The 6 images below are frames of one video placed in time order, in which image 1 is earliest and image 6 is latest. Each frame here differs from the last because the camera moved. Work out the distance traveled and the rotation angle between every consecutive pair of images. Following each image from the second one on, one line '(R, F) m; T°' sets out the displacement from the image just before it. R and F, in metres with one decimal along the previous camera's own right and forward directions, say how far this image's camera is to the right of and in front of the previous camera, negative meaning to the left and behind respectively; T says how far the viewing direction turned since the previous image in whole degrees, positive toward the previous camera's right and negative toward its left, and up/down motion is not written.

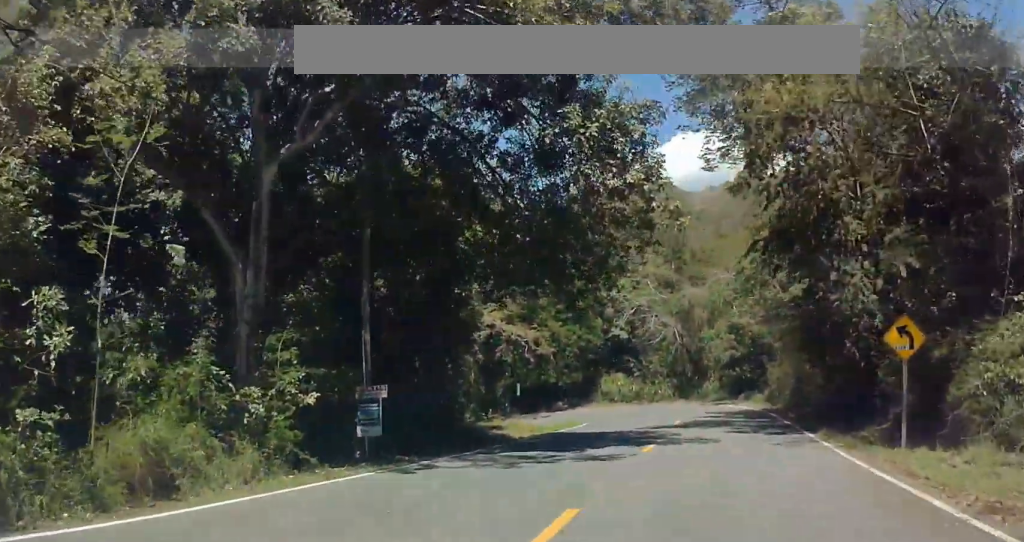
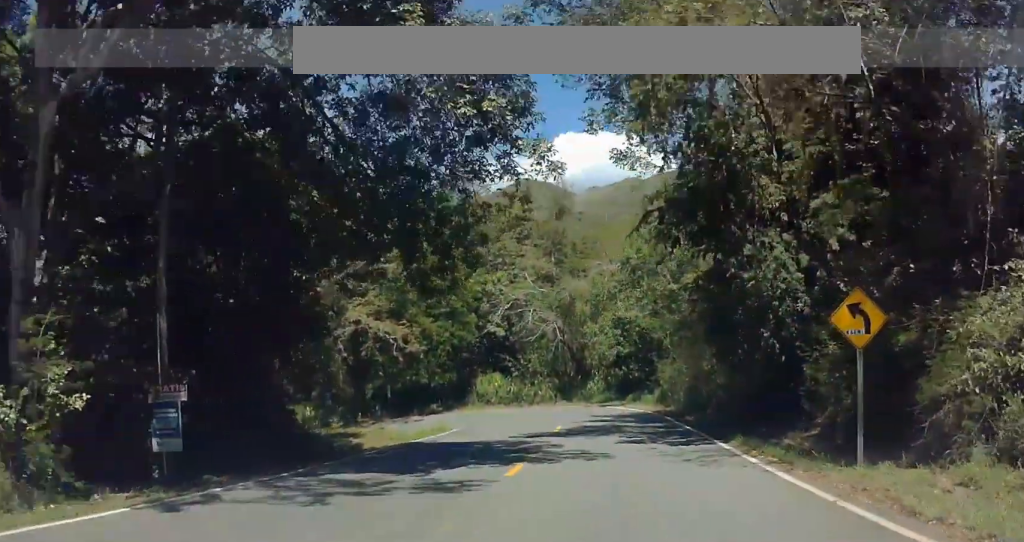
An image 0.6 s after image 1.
(+0.7, +2.8) m; +19°
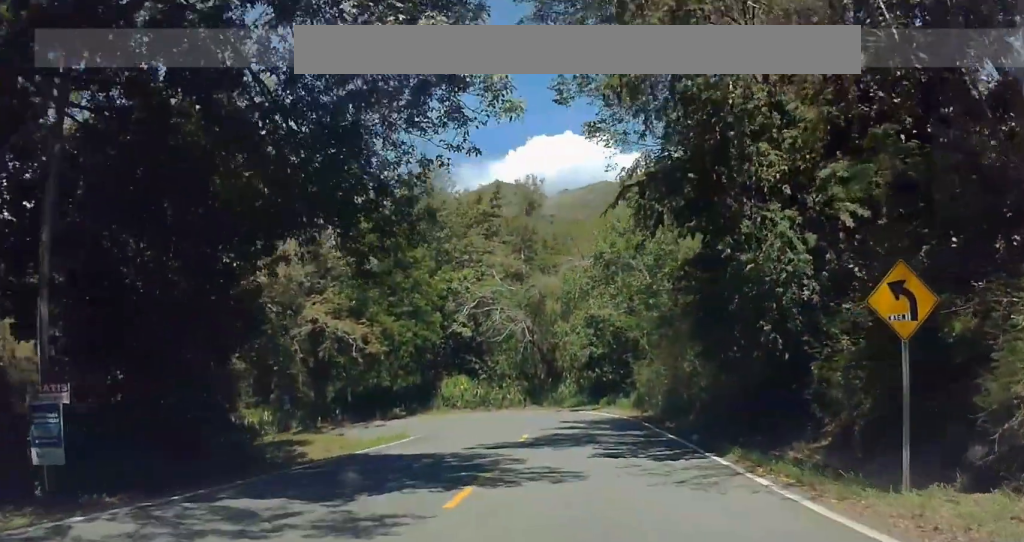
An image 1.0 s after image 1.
(-0.1, +1.8) m; +12°
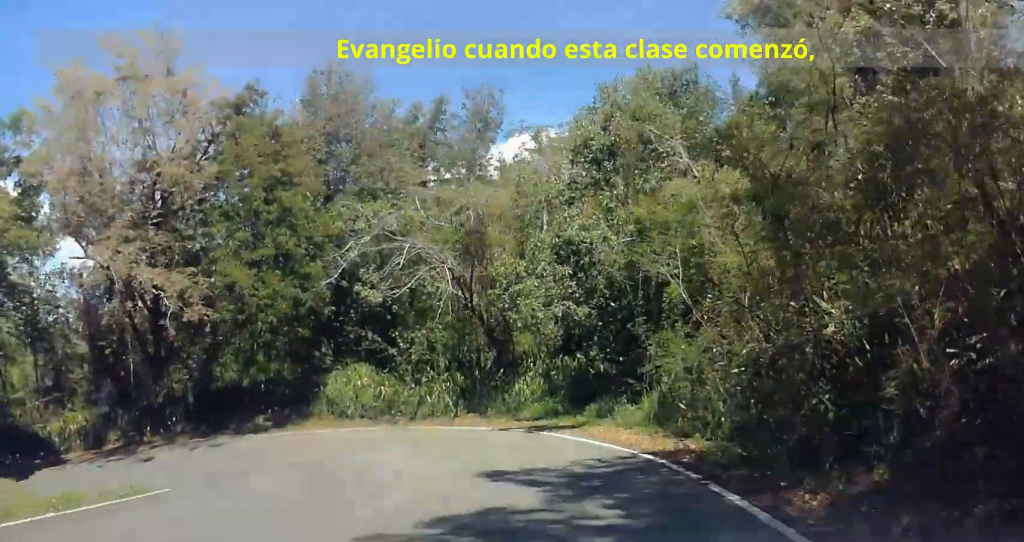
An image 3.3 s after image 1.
(+4.9, +15.9) m; +20°
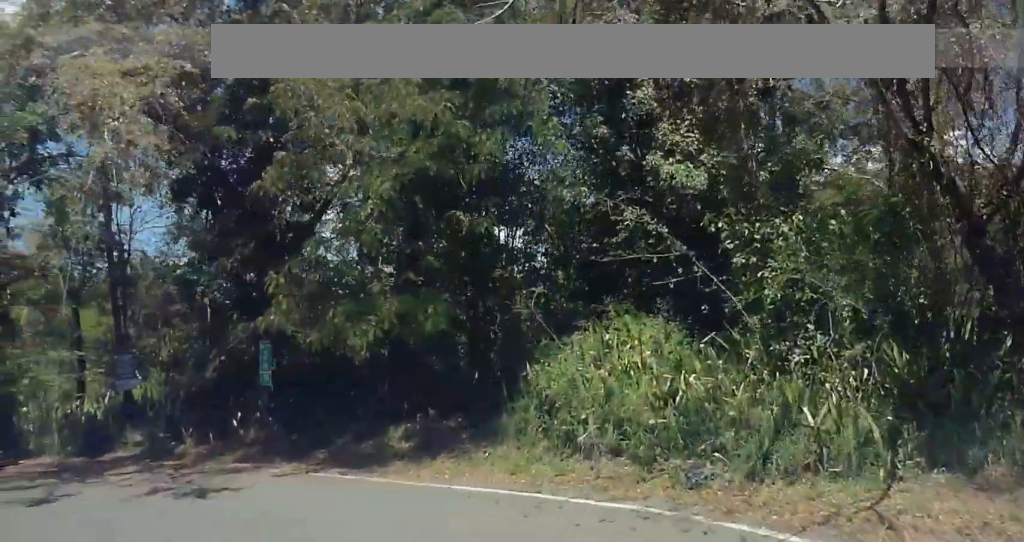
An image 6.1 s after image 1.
(-0.1, +19.5) m; -13°
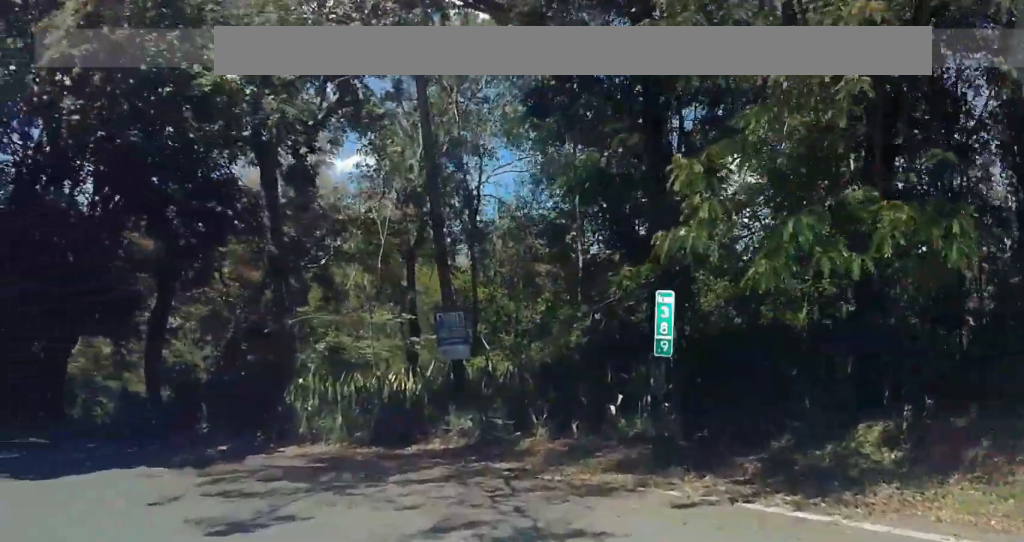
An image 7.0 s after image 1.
(-0.4, +2.6) m; -67°
